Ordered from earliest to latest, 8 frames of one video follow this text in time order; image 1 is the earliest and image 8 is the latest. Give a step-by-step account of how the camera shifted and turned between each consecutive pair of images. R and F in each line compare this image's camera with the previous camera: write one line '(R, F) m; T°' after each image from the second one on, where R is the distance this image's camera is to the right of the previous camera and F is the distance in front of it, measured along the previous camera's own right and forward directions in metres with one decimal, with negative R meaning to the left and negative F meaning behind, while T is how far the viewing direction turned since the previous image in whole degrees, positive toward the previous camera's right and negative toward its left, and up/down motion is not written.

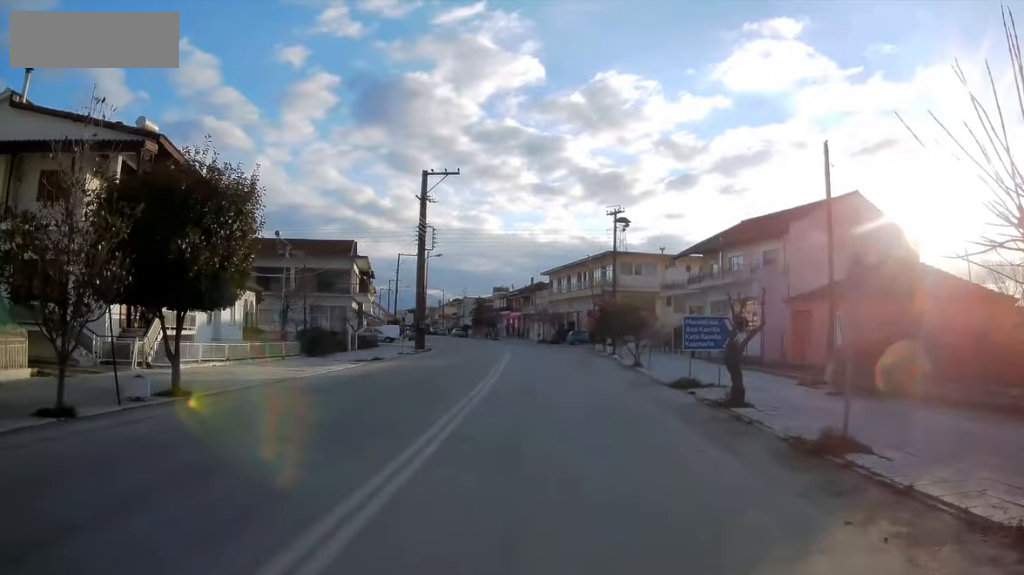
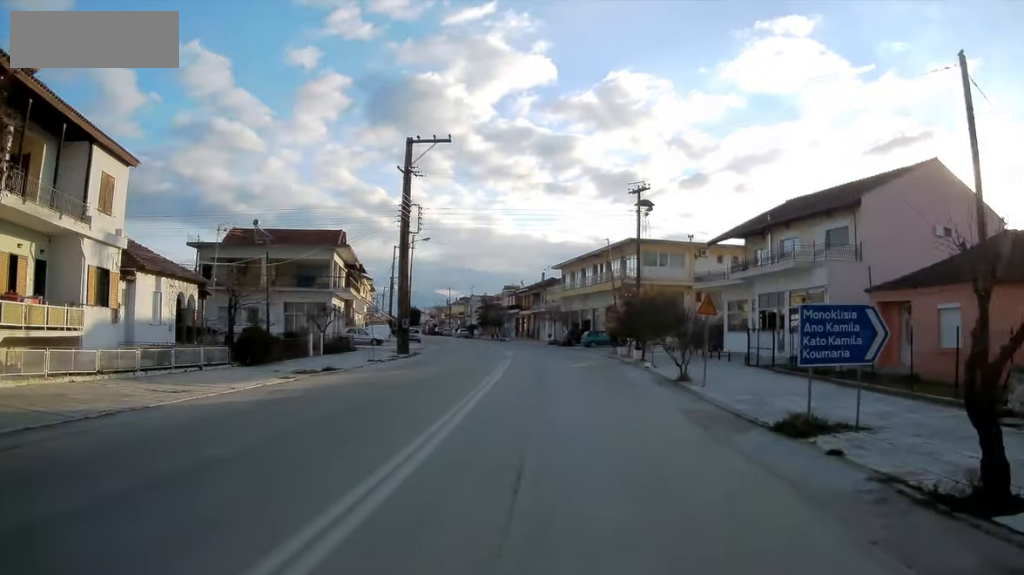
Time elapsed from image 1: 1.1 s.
(-0.6, +7.6) m; -6°
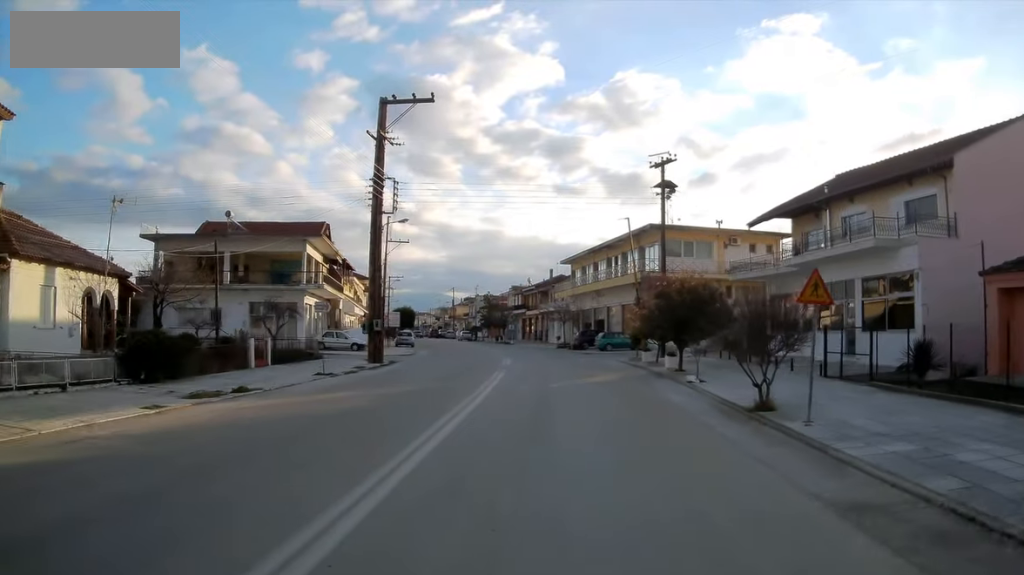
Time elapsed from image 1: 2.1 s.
(-0.2, +7.3) m; 0°
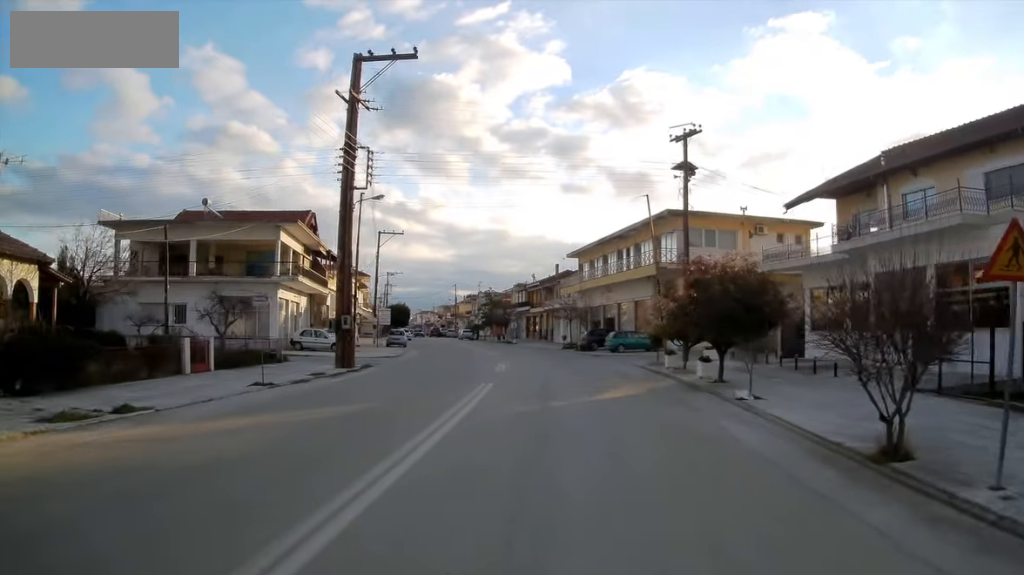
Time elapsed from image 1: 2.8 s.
(+0.3, +5.2) m; 0°
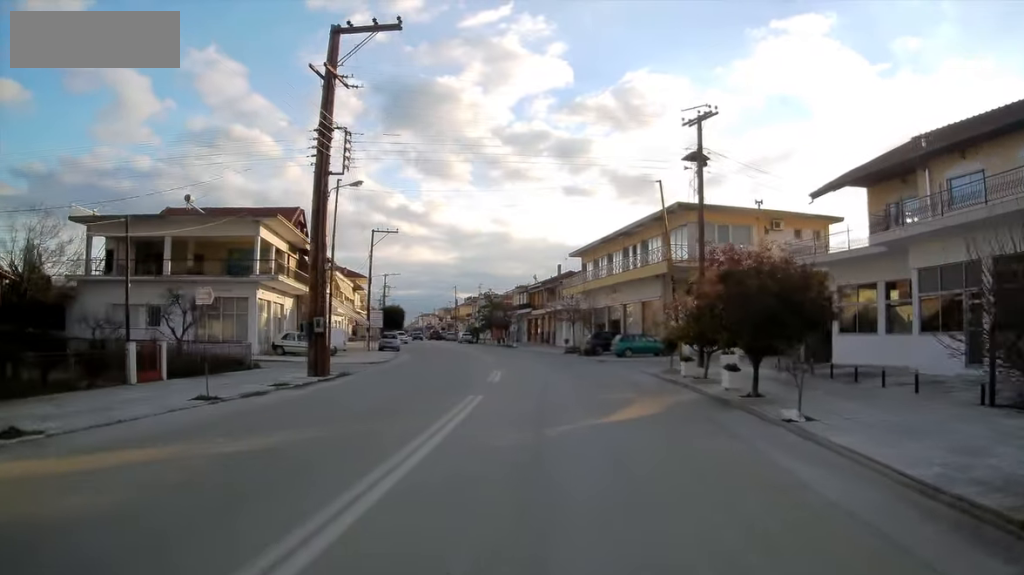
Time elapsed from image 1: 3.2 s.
(-0.1, +3.0) m; -1°
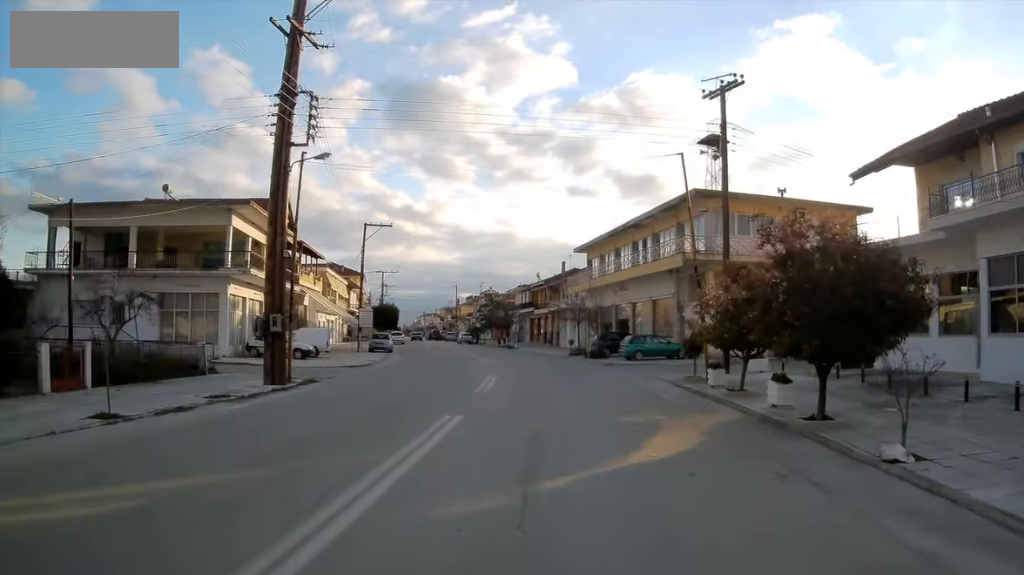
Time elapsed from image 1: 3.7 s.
(-0.1, +3.5) m; -1°
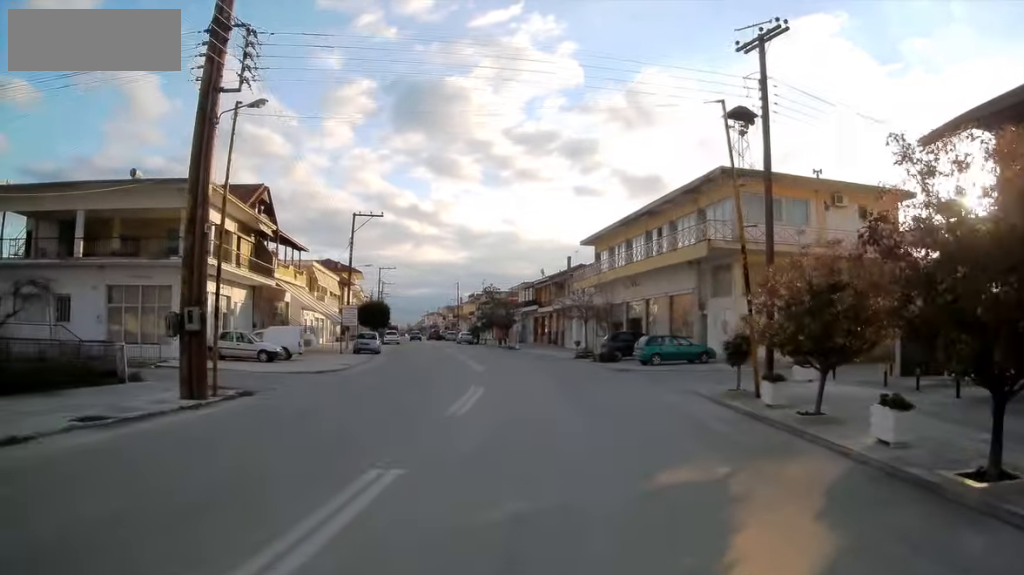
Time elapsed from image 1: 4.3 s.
(0.0, +4.4) m; 0°
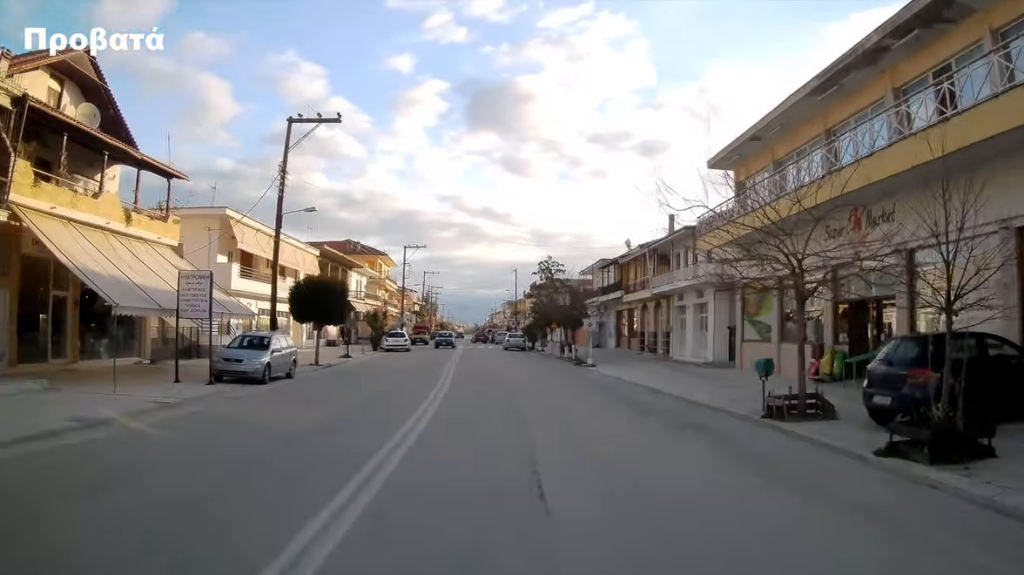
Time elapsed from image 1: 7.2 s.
(-0.5, +24.9) m; -4°
